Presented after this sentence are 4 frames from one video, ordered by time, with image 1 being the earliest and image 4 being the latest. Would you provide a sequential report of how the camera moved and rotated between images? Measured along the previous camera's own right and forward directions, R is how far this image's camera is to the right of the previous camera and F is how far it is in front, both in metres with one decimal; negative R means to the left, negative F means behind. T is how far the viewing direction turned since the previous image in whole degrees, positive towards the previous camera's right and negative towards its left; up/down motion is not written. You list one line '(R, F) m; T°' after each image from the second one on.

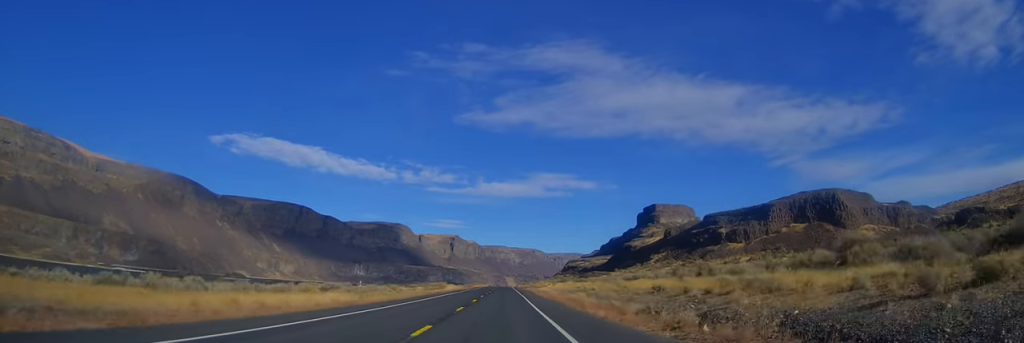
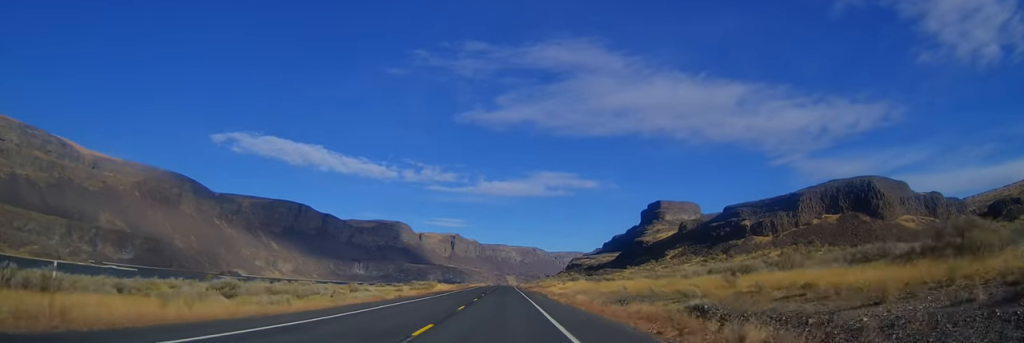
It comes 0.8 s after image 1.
(+0.6, +24.2) m; +1°
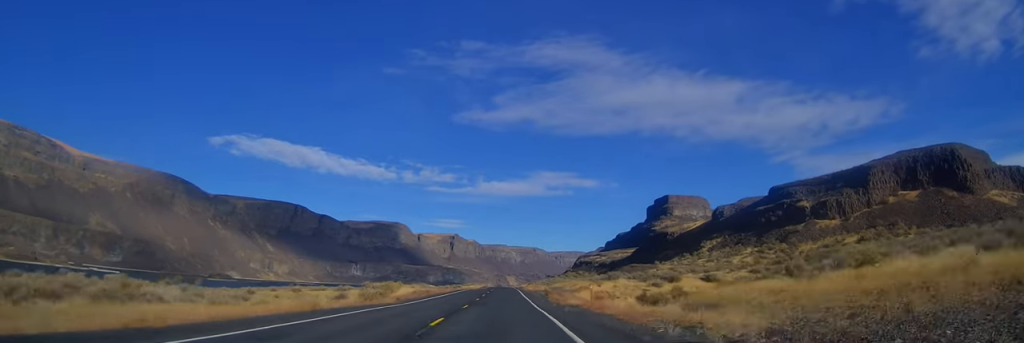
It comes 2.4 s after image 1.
(-0.1, +45.5) m; 0°
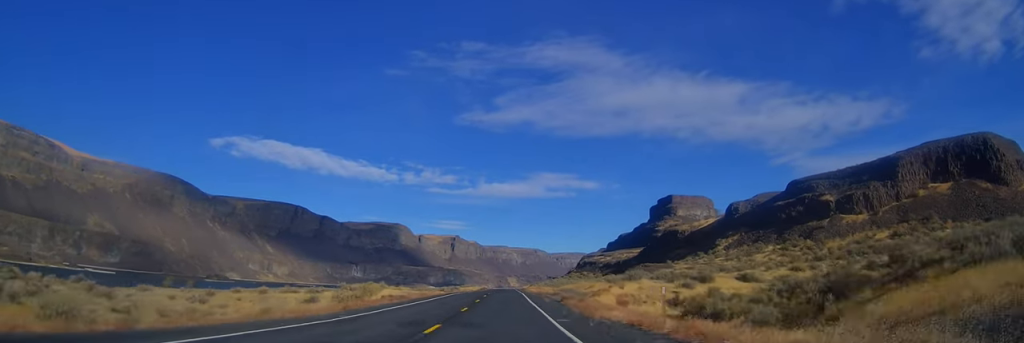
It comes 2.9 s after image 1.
(+0.1, +13.5) m; 0°
